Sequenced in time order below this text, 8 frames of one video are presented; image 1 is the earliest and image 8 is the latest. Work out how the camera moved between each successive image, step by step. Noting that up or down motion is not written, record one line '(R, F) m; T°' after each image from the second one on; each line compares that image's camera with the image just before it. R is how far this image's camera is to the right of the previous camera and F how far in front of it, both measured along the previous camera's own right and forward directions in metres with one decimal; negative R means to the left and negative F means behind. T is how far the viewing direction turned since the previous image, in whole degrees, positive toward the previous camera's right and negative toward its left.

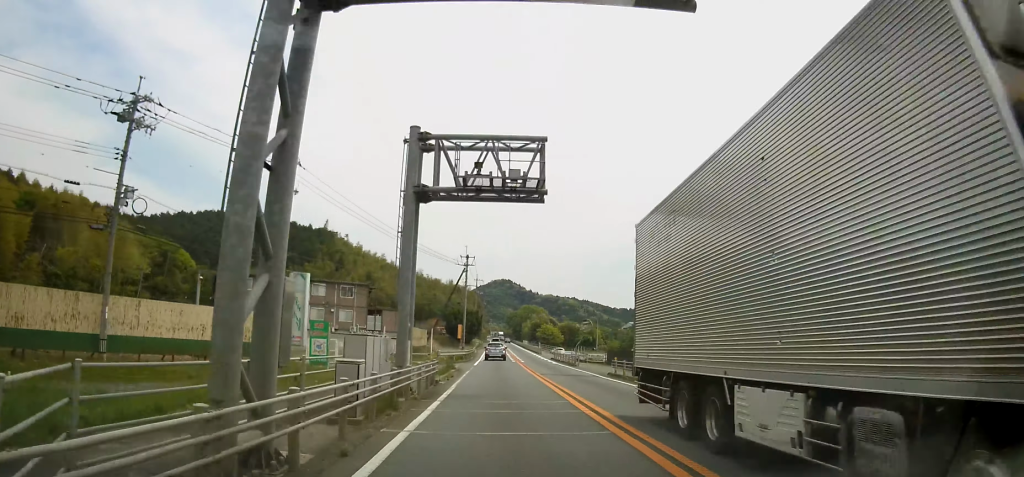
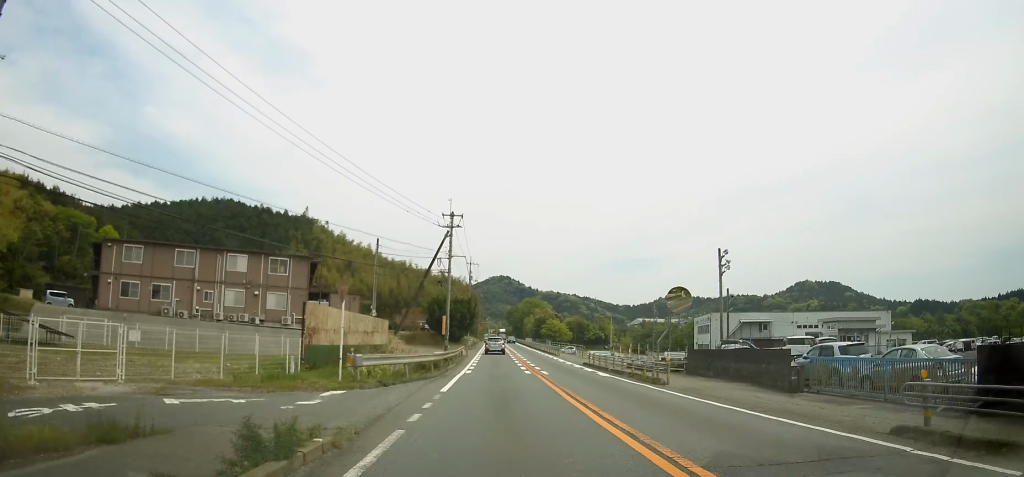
(0.0, +23.3) m; 0°
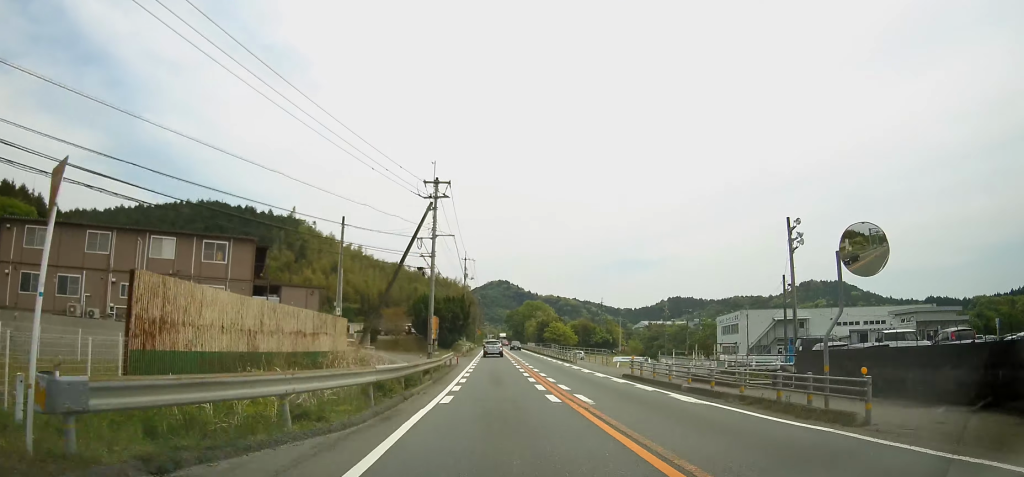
(+0.1, +11.8) m; 0°
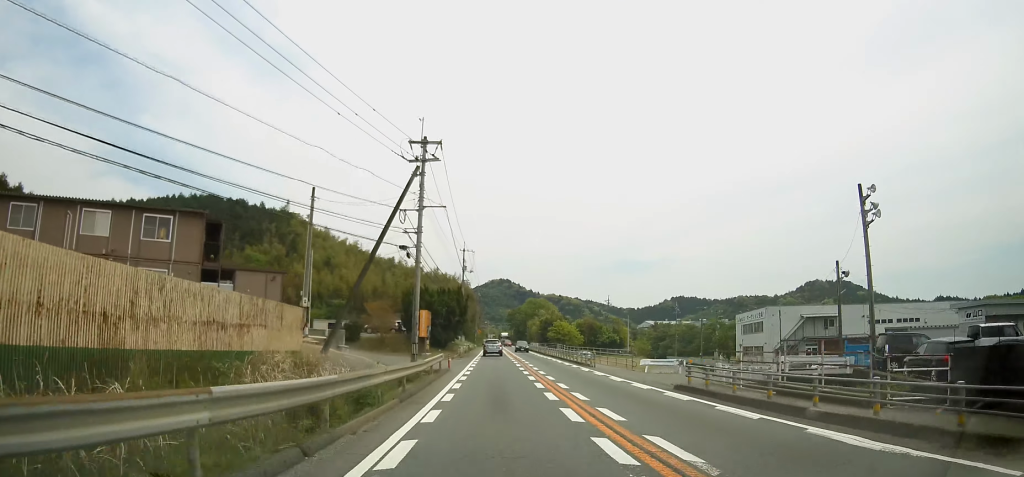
(0.0, +7.5) m; 0°
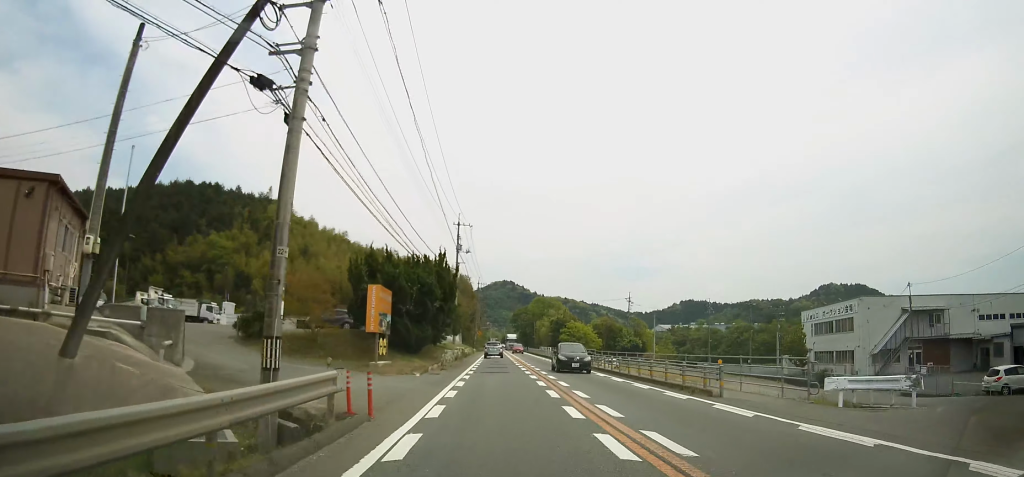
(-0.1, +19.4) m; 0°
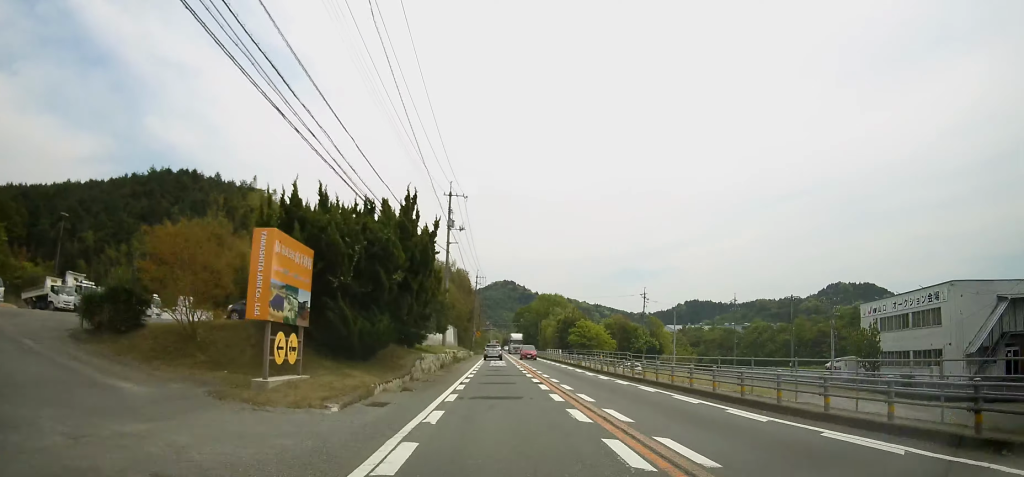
(0.0, +12.6) m; 0°
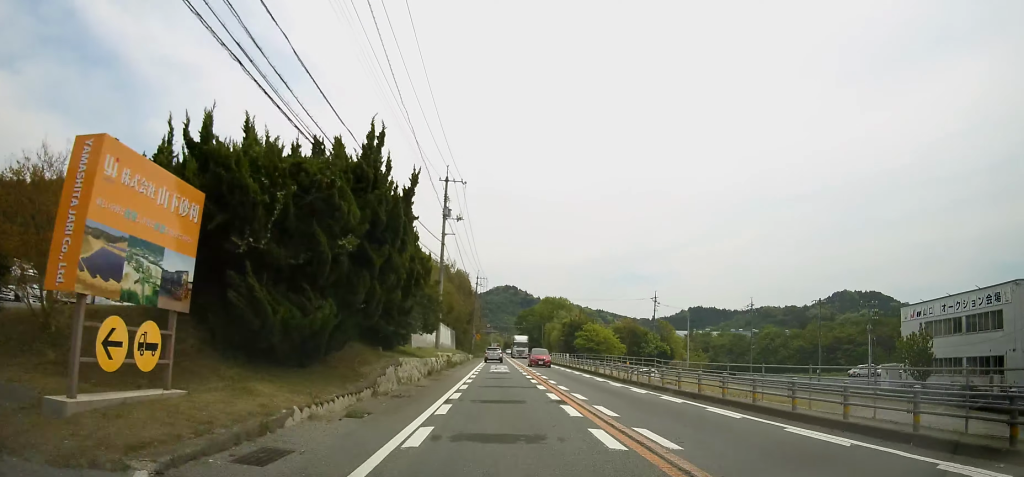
(0.0, +6.6) m; 0°
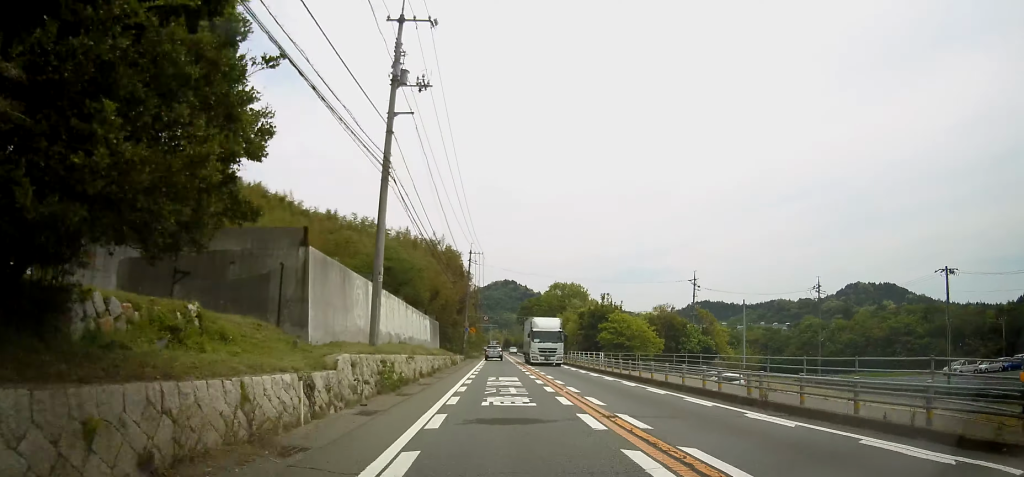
(0.0, +22.1) m; 0°
